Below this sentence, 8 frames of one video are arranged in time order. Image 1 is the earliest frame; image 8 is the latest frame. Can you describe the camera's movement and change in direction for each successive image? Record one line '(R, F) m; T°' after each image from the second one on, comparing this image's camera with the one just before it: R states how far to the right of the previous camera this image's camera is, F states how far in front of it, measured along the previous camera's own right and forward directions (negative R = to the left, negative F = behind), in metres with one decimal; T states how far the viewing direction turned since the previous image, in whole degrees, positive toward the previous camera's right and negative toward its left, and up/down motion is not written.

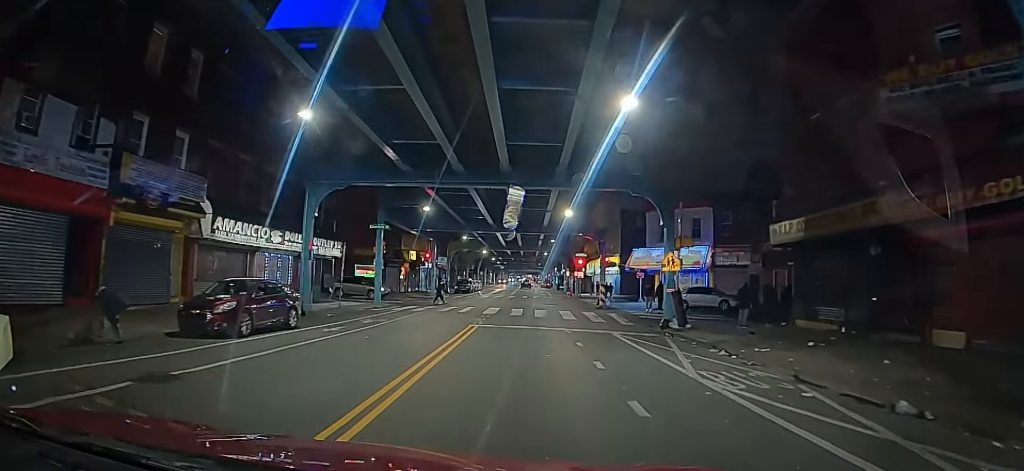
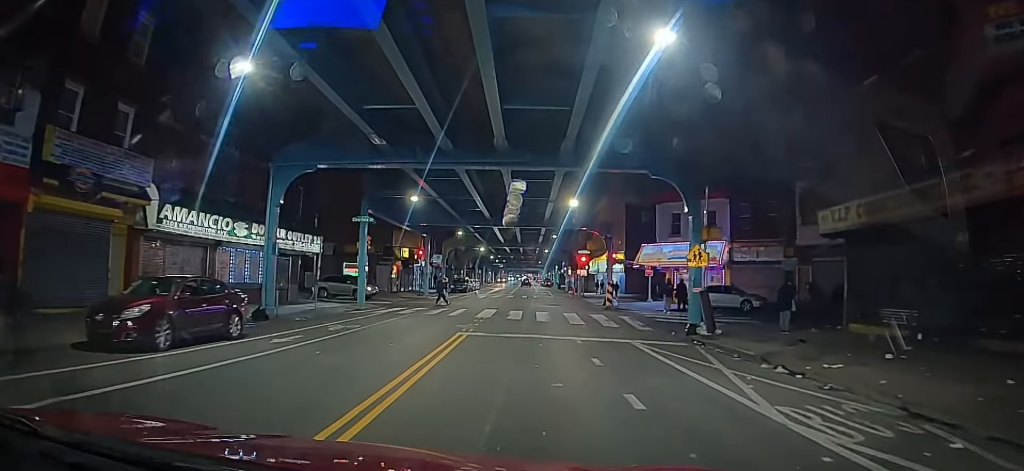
(+0.1, +3.5) m; +3°
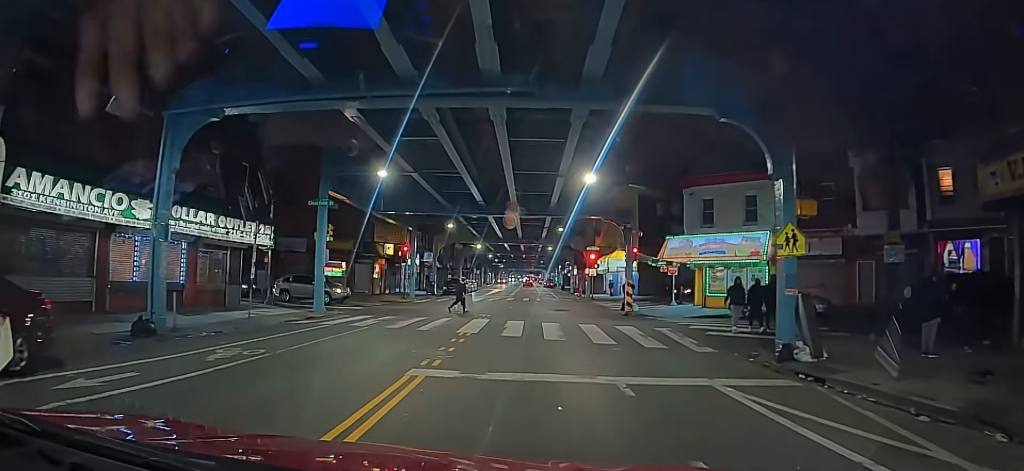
(+0.3, +7.0) m; -3°
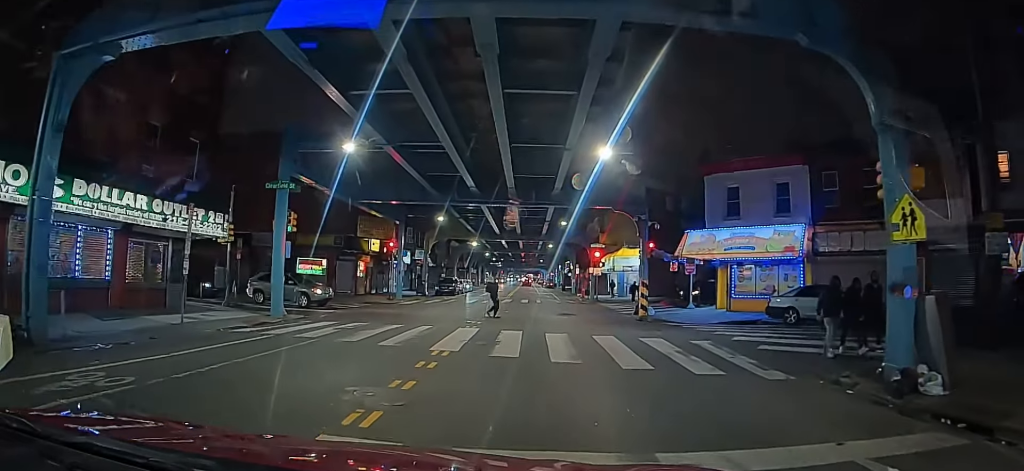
(-0.6, +5.3) m; -3°
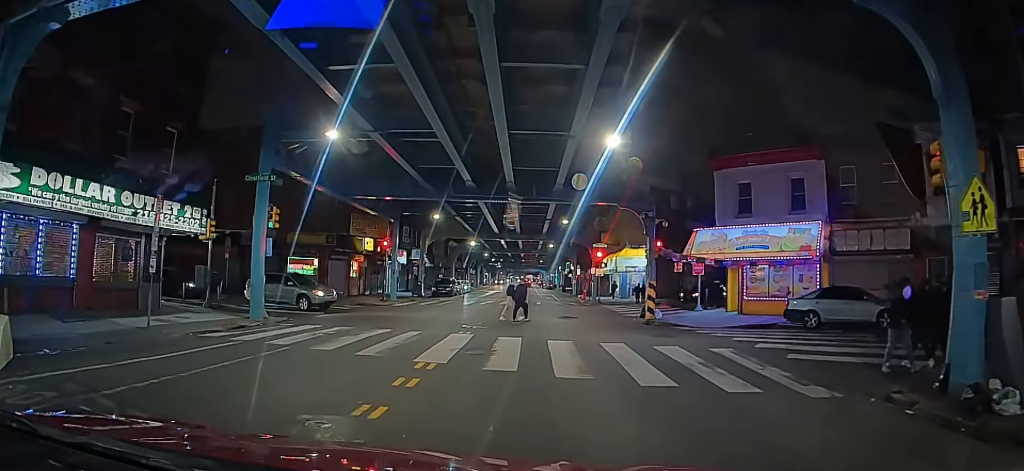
(+0.2, +2.7) m; +1°
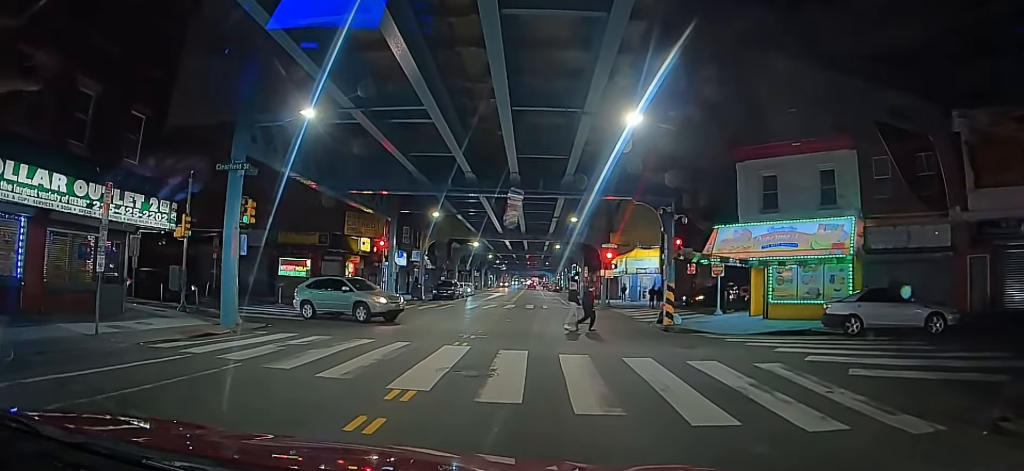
(0.0, +4.9) m; +1°
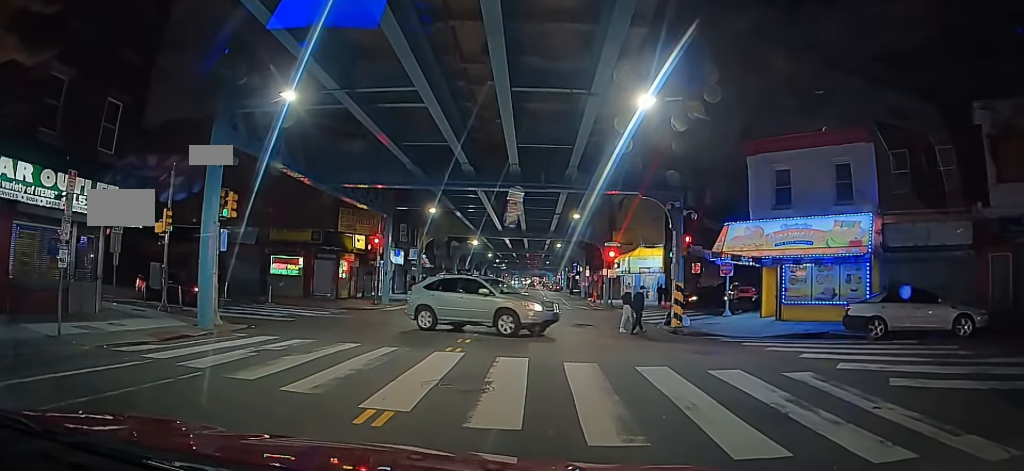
(+0.1, +3.3) m; 0°
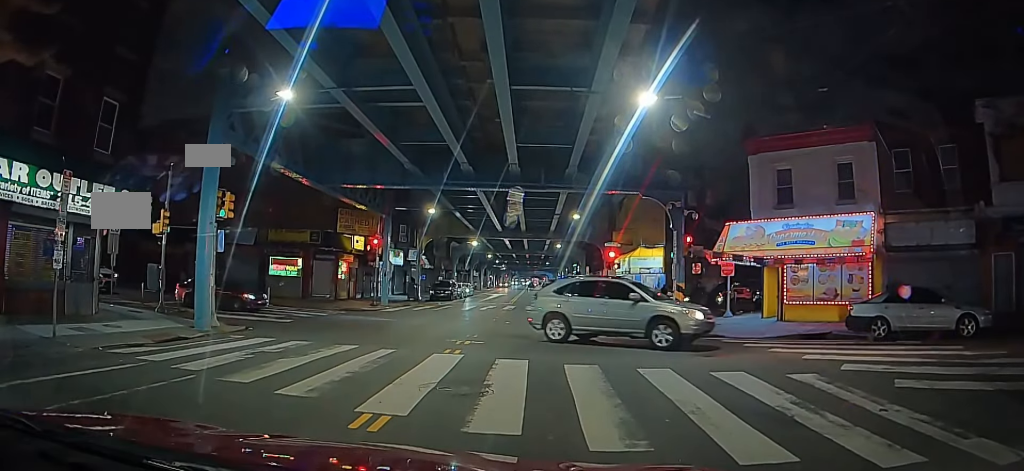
(-0.2, +1.2) m; 0°
